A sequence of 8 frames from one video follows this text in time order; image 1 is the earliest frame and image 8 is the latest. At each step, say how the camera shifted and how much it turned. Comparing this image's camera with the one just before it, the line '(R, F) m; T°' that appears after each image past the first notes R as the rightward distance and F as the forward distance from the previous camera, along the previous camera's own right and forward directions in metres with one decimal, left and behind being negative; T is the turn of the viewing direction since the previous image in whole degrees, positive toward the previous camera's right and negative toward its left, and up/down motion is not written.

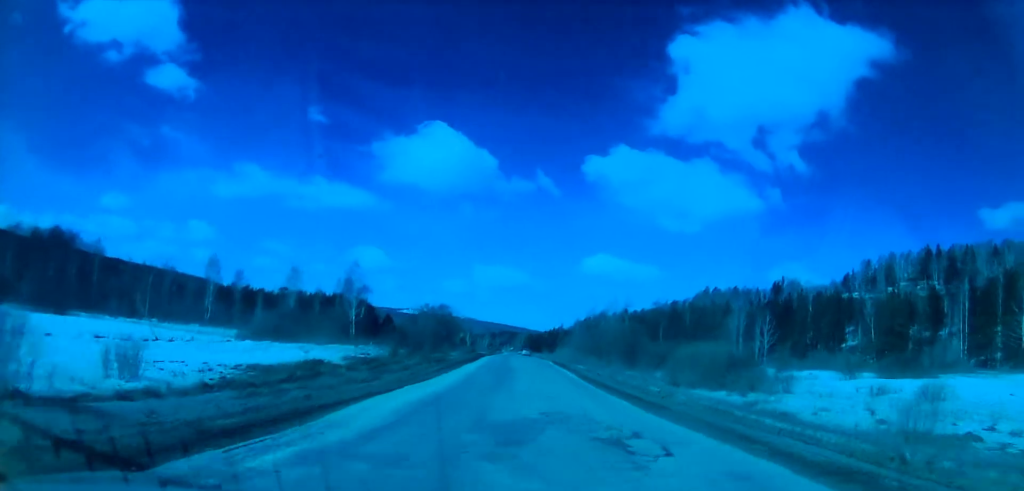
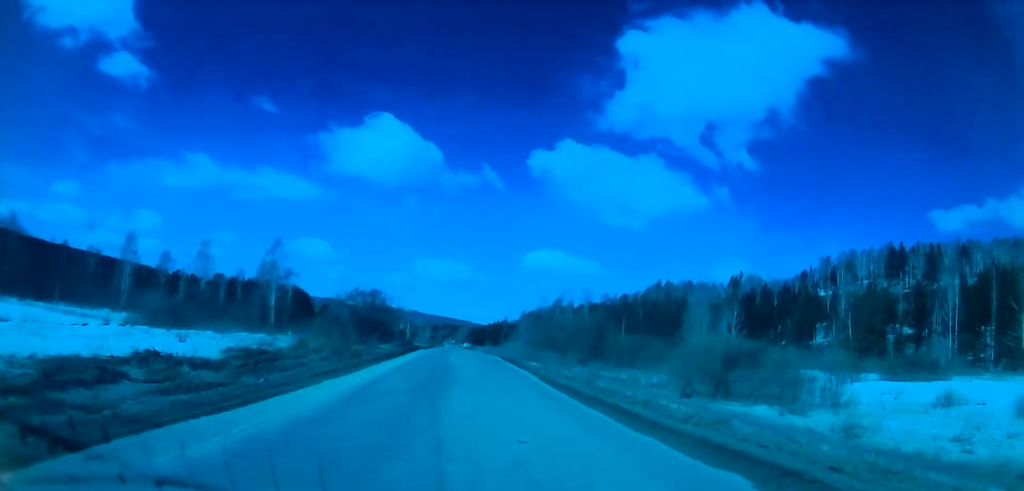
(0.0, +14.6) m; 0°
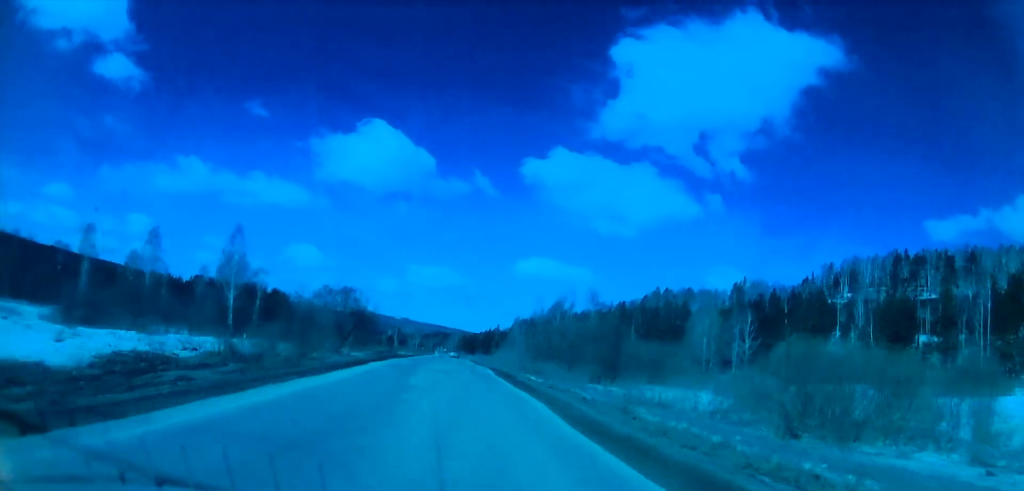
(-0.1, +12.9) m; -1°
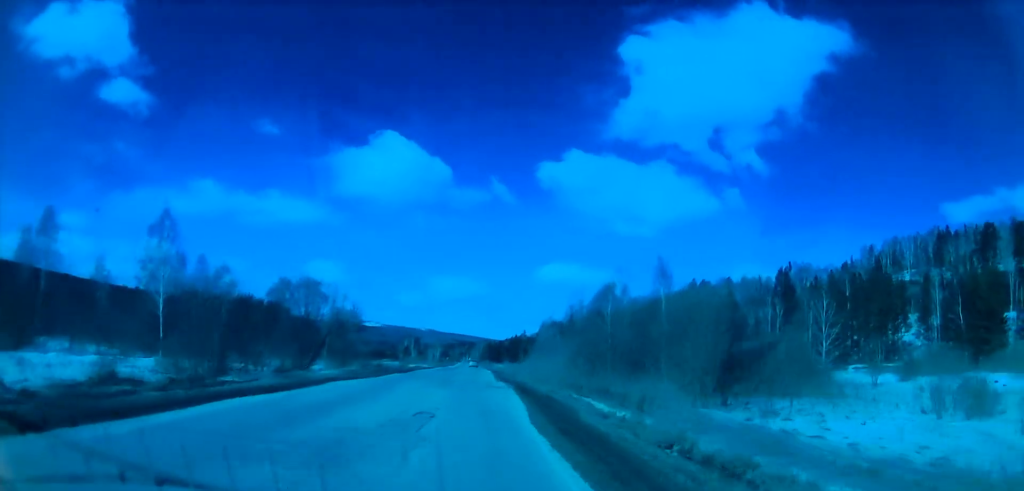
(-0.2, +23.4) m; -1°
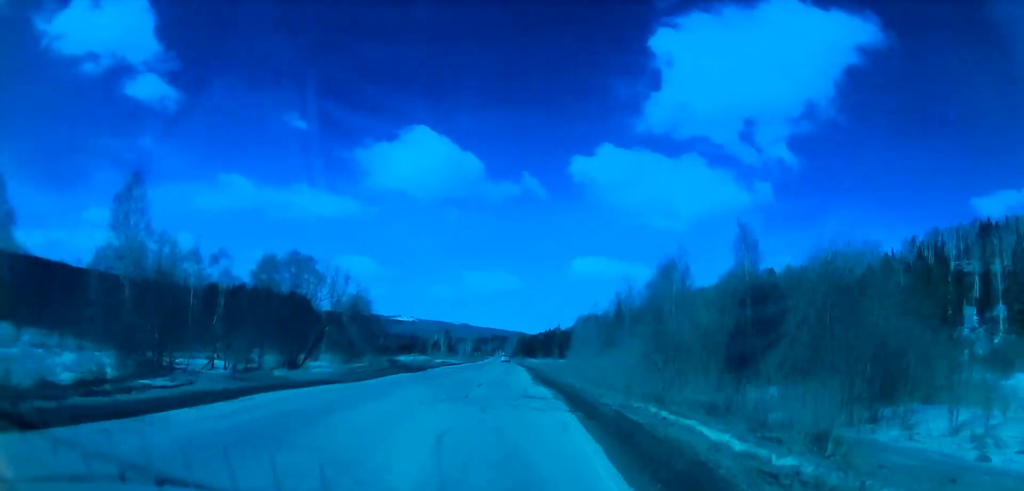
(0.0, +11.3) m; 0°
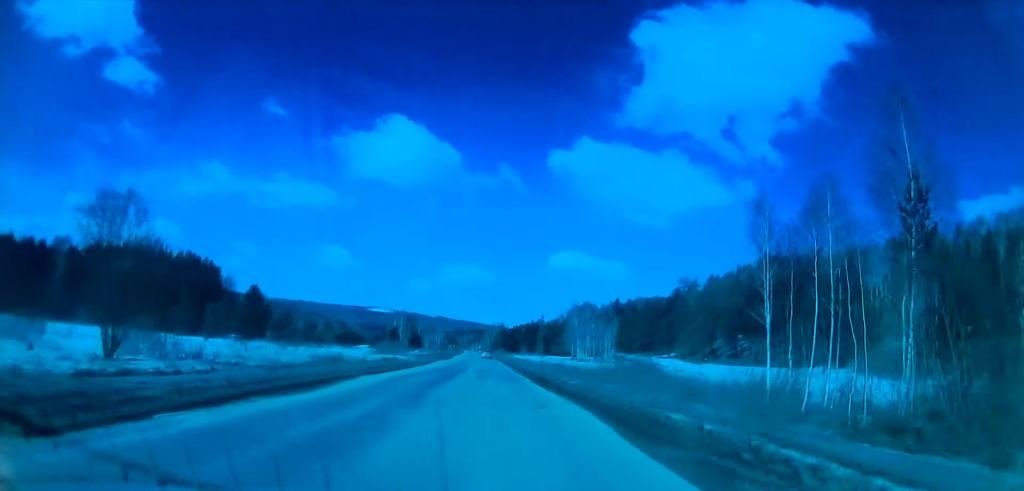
(0.0, +52.6) m; 0°
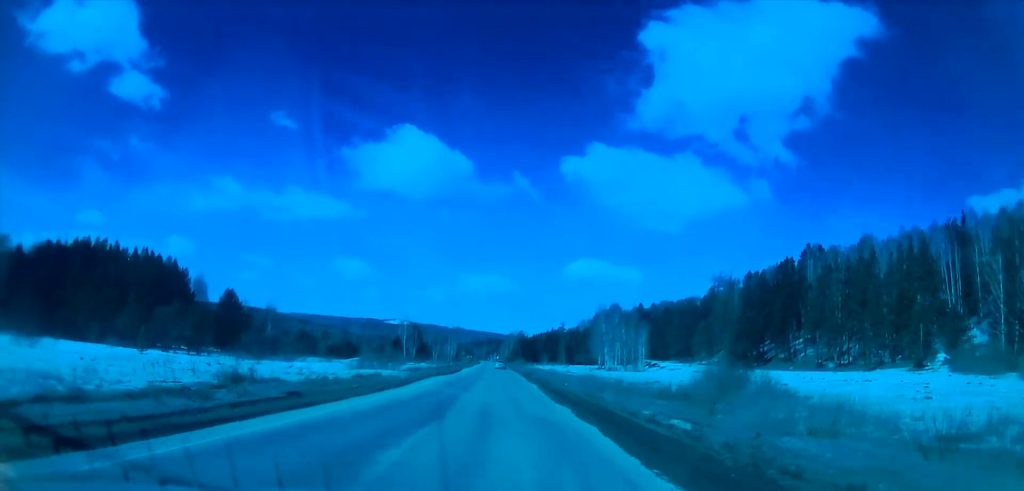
(0.0, +21.6) m; 0°
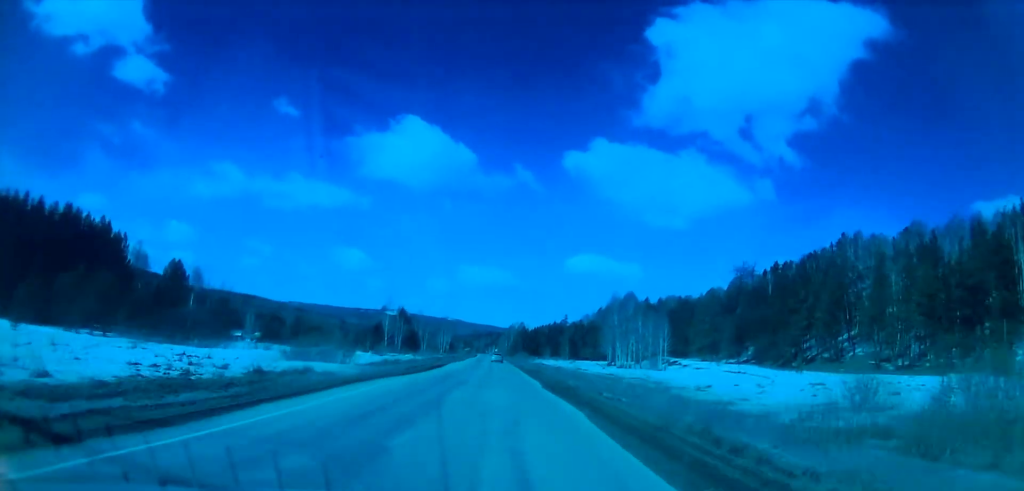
(0.0, +22.0) m; -1°
